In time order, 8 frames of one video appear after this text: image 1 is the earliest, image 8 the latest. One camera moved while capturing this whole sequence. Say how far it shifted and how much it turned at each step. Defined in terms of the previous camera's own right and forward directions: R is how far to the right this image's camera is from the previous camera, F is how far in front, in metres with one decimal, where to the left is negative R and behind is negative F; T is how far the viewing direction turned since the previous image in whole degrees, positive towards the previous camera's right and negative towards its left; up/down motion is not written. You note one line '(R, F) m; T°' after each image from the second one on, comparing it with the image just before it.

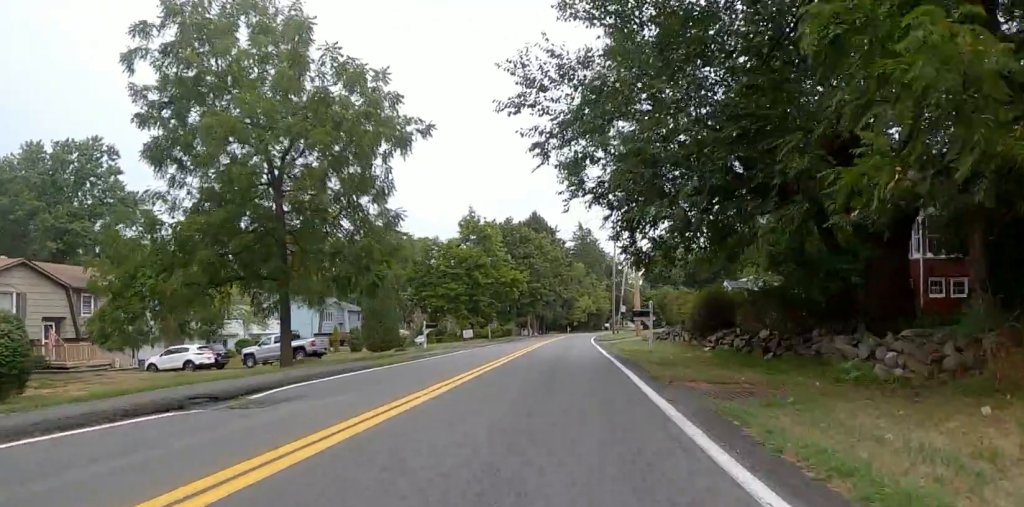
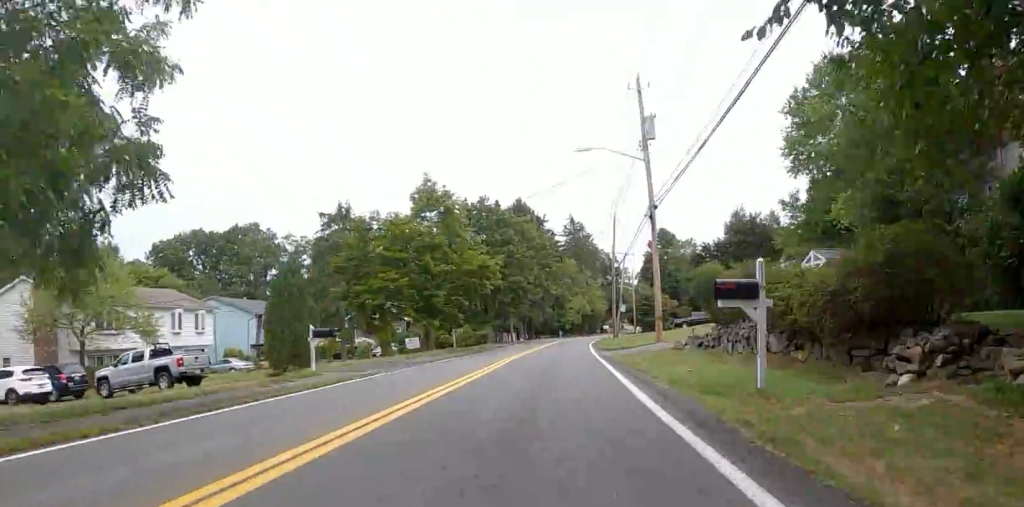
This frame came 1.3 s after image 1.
(0.0, +12.4) m; 0°
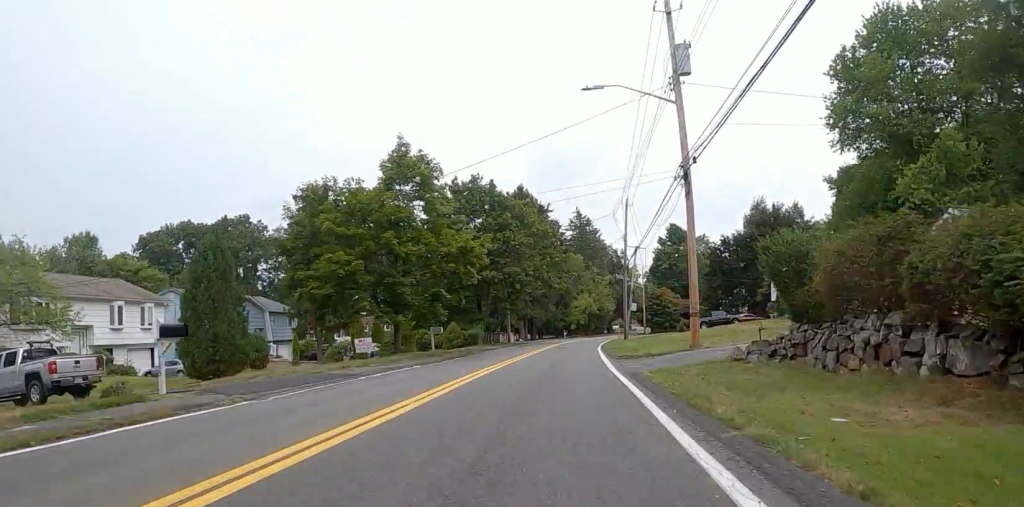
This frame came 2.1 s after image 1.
(0.0, +7.1) m; 0°
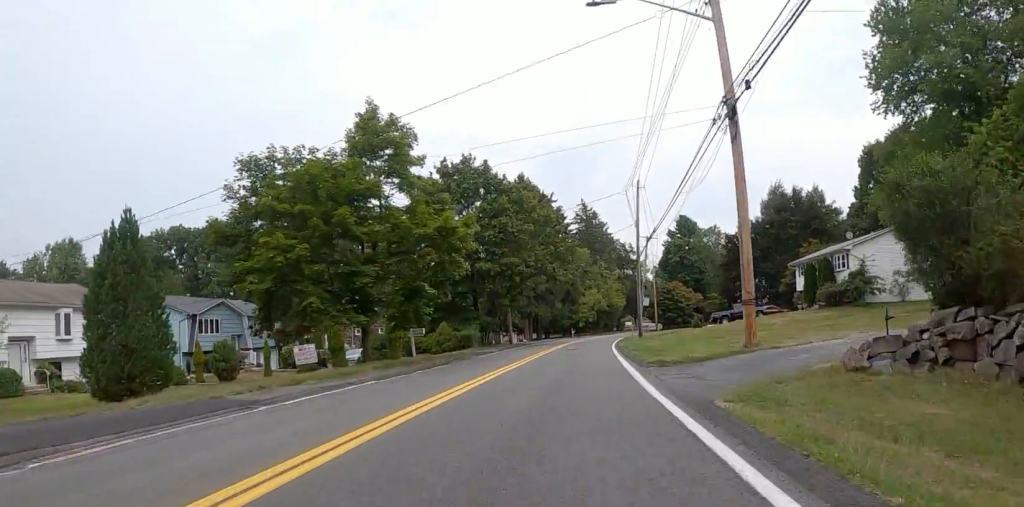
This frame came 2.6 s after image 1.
(0.0, +5.3) m; 0°
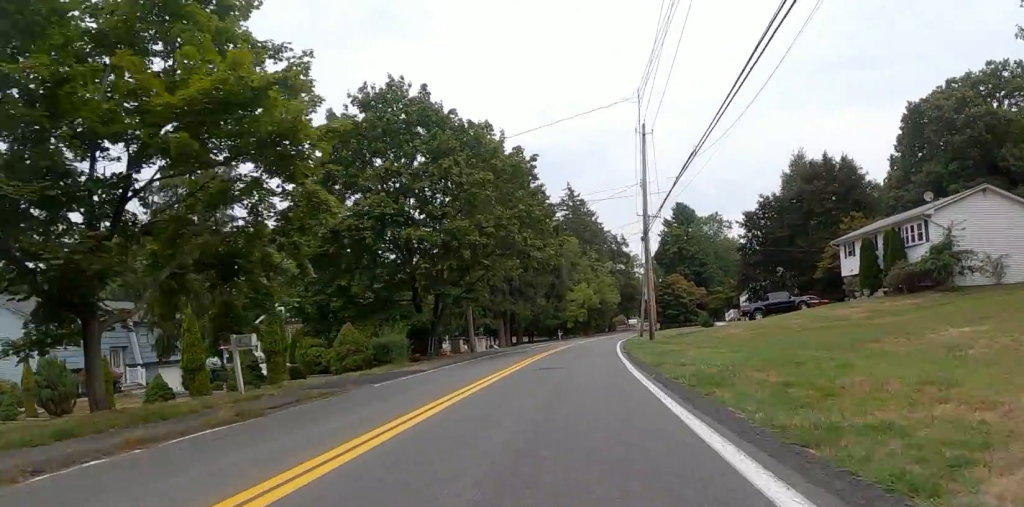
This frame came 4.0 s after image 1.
(0.0, +12.7) m; 0°
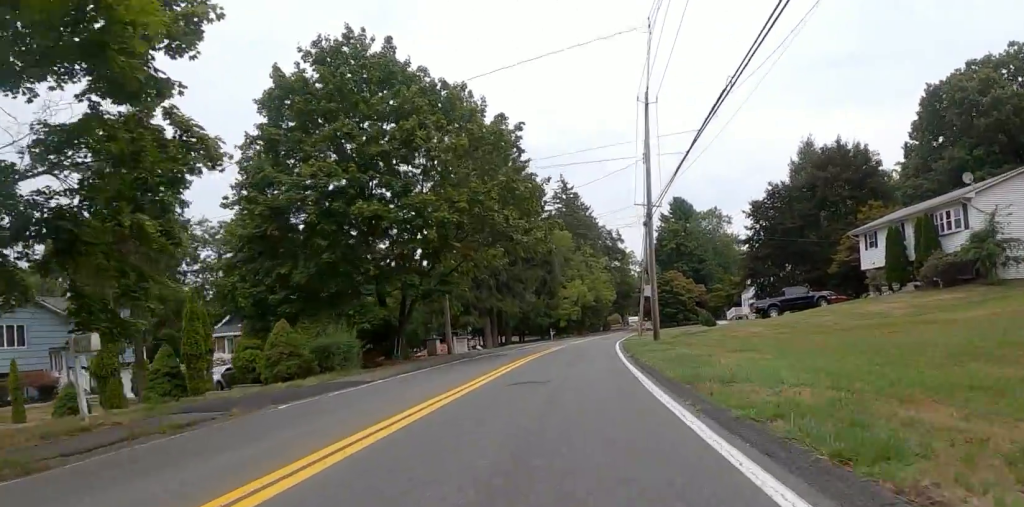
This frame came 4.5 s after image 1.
(0.0, +4.4) m; 0°
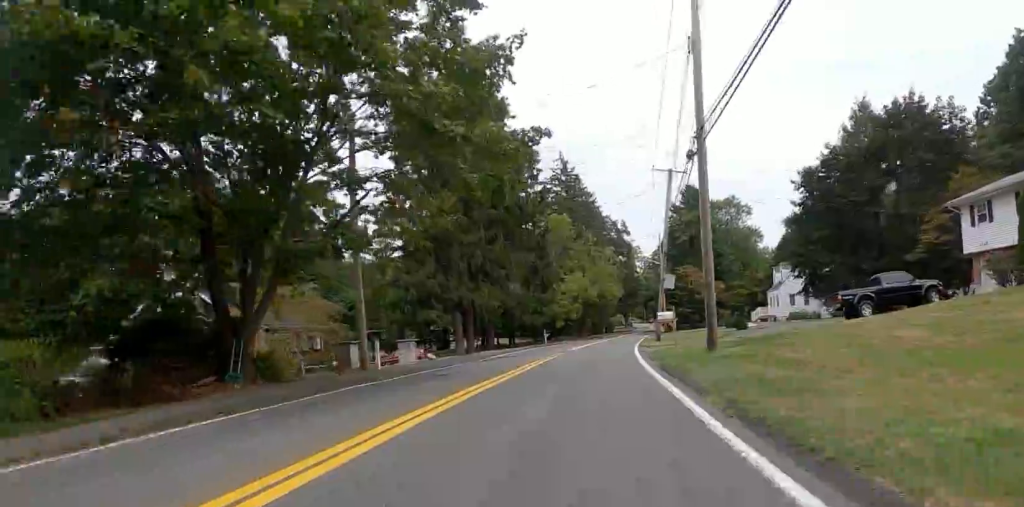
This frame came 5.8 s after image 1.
(0.0, +11.9) m; 0°
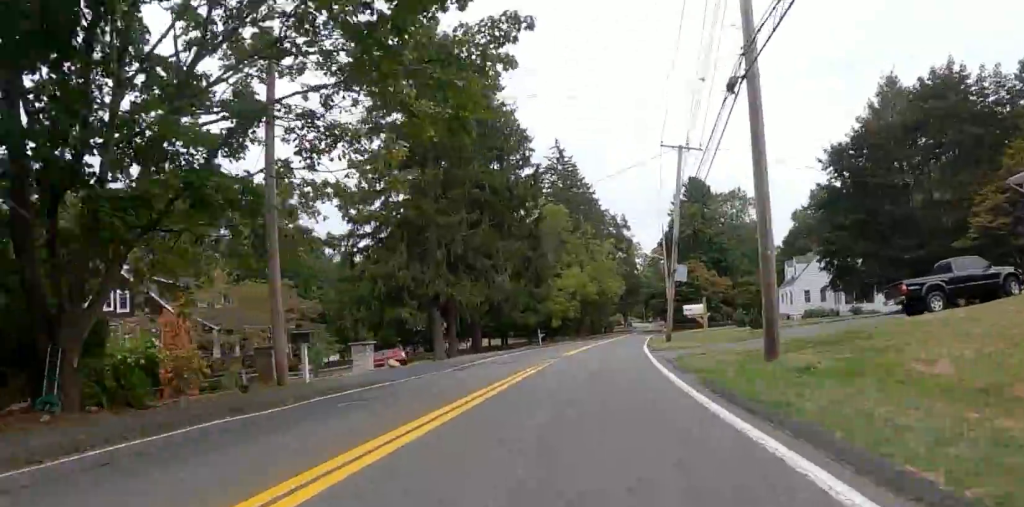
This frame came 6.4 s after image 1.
(0.0, +5.2) m; 0°
